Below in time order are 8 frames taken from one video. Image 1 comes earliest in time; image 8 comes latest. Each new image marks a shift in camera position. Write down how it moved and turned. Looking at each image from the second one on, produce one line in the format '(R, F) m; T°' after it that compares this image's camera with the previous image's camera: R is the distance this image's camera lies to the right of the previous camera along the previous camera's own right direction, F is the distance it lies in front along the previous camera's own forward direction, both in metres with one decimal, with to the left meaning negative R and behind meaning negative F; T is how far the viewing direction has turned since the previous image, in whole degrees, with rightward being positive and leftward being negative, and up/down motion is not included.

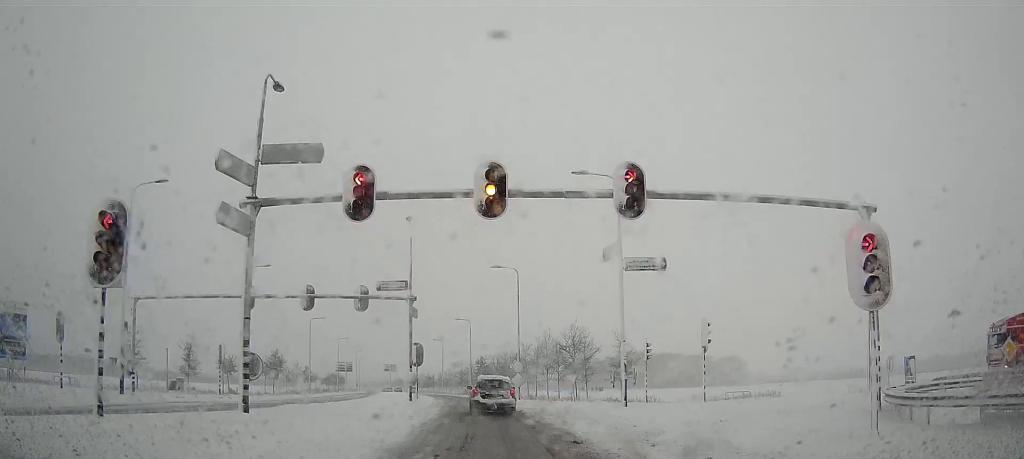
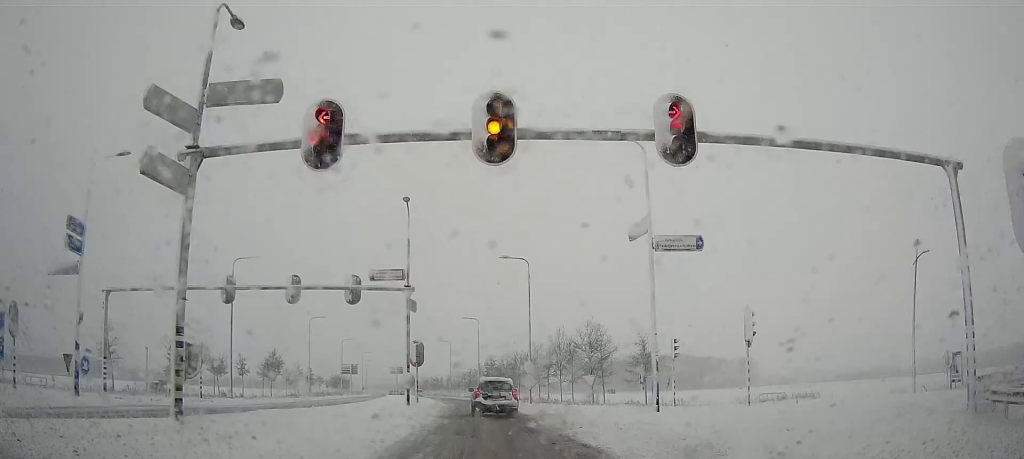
(0.0, +5.0) m; -1°
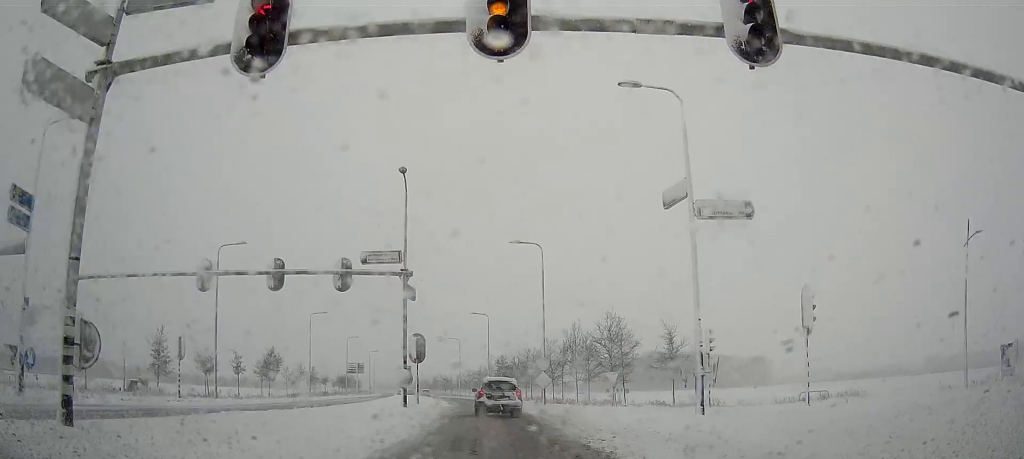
(-0.1, +5.0) m; -1°
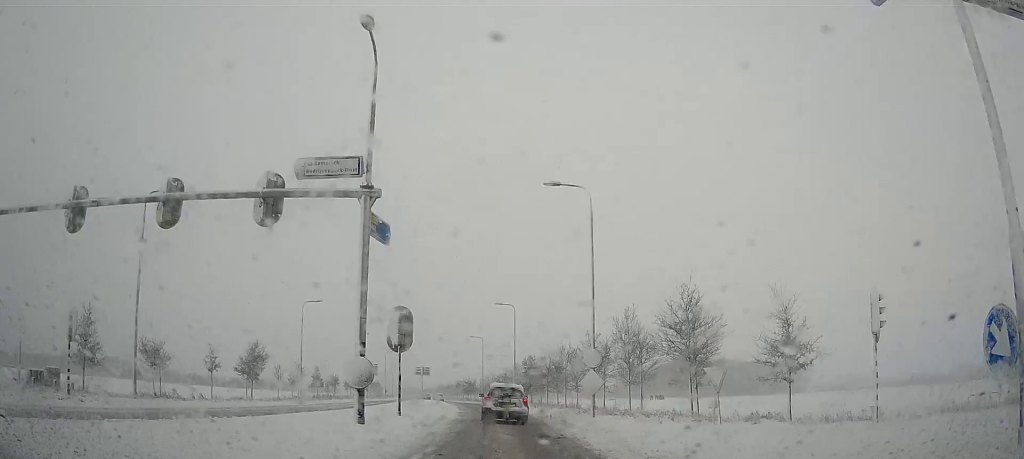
(-0.2, +14.7) m; -1°
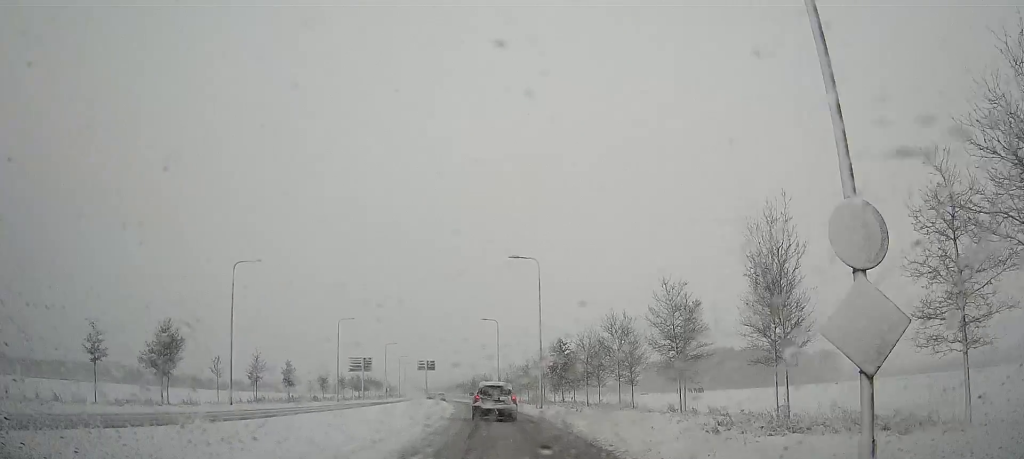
(-0.2, +24.0) m; -1°
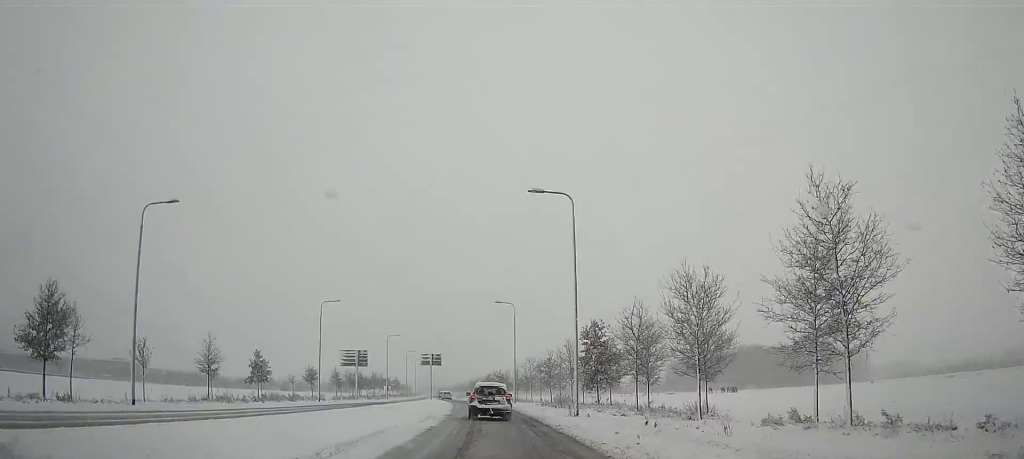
(-0.2, +17.0) m; -2°
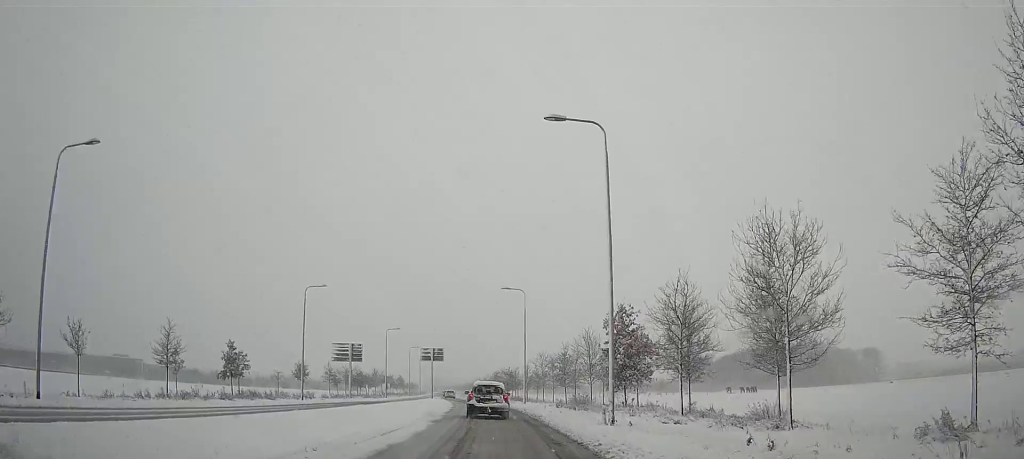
(-0.1, +9.3) m; -1°
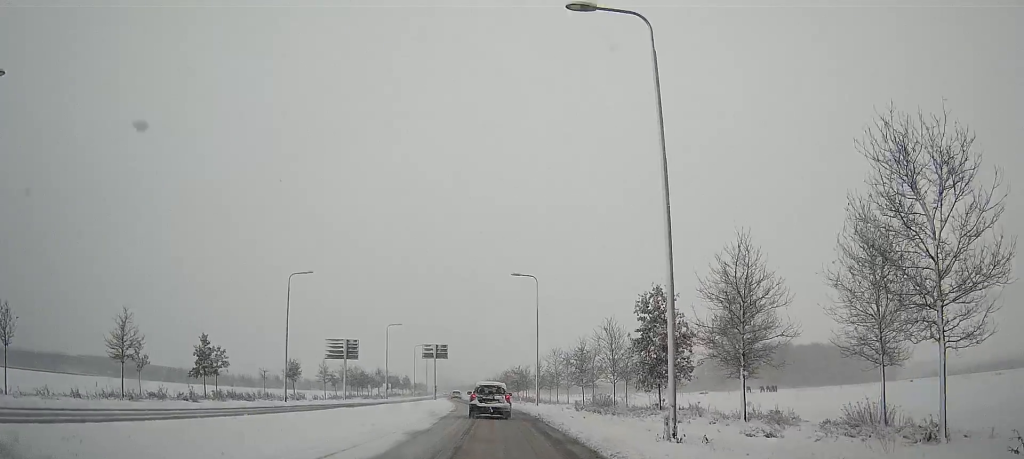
(0.0, +7.8) m; -1°
